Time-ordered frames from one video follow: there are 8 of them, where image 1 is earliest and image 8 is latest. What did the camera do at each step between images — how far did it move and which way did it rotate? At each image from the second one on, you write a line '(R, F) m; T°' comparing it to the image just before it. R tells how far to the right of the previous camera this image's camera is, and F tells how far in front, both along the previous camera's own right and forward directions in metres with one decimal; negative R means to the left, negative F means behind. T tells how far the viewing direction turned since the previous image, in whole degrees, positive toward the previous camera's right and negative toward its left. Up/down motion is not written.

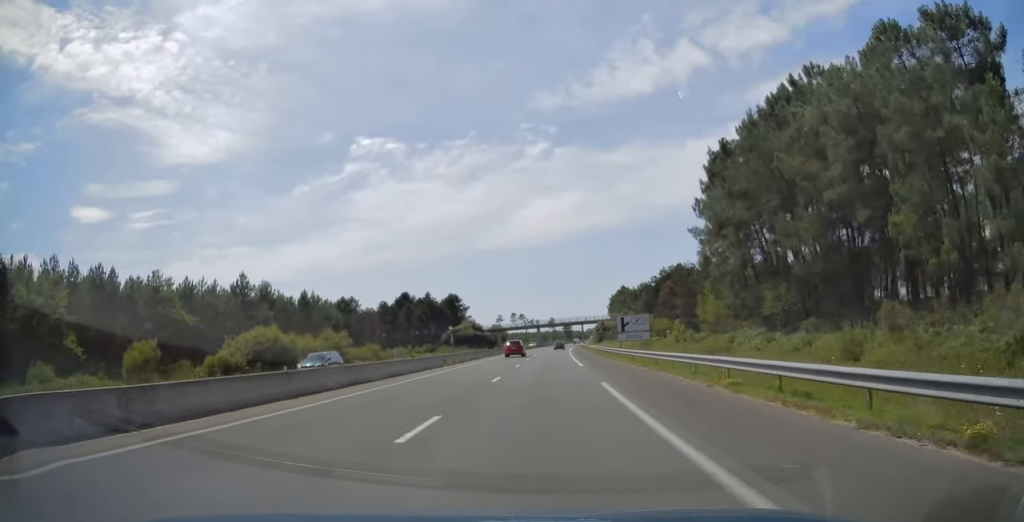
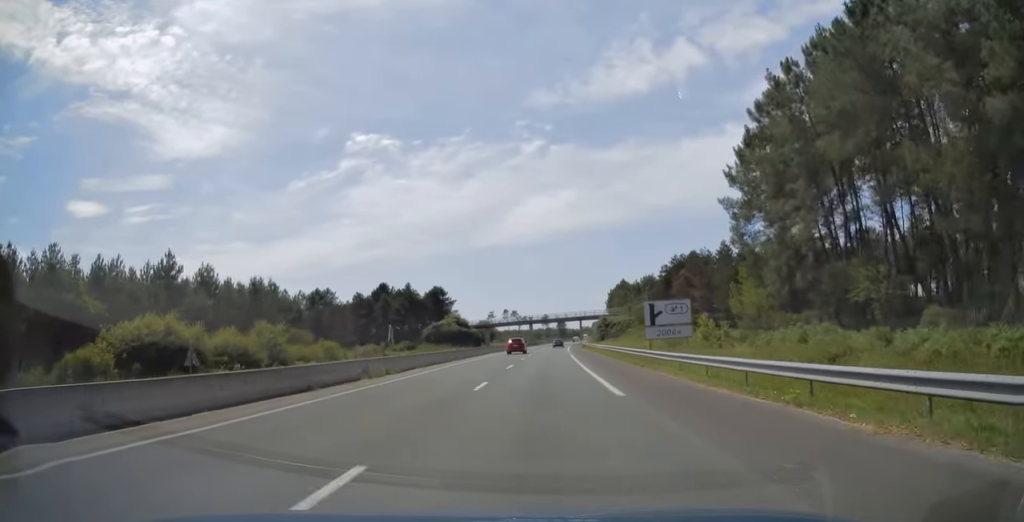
(+0.1, +17.8) m; 0°
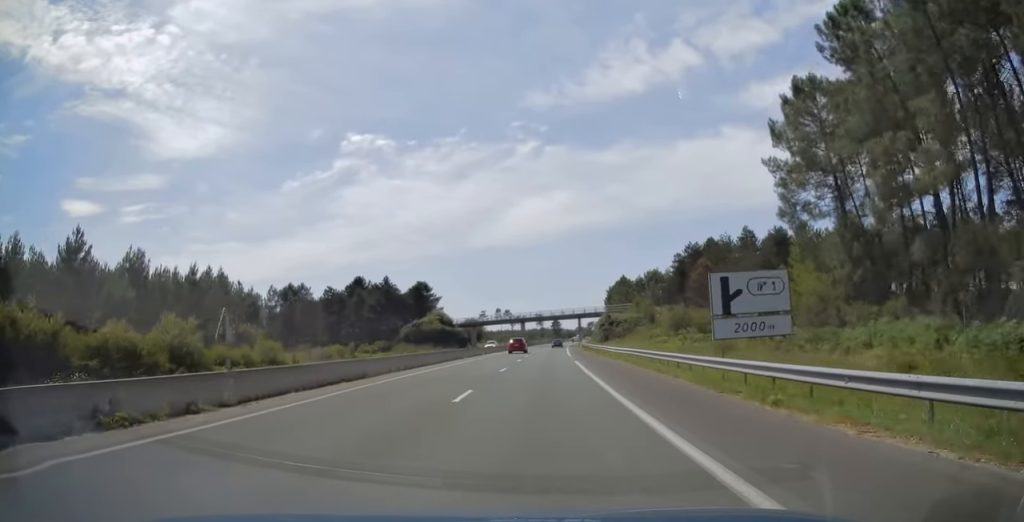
(+0.1, +16.1) m; 0°
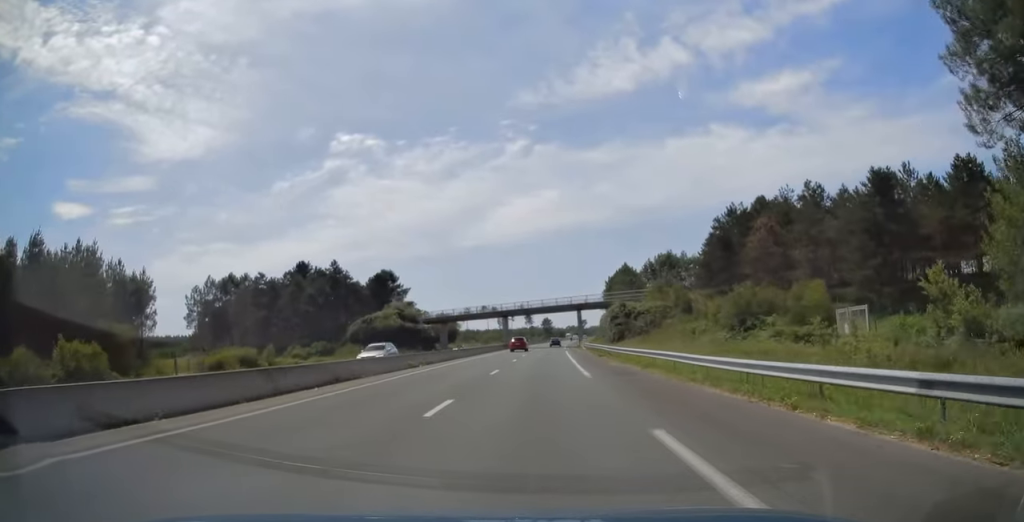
(+0.2, +28.5) m; +1°
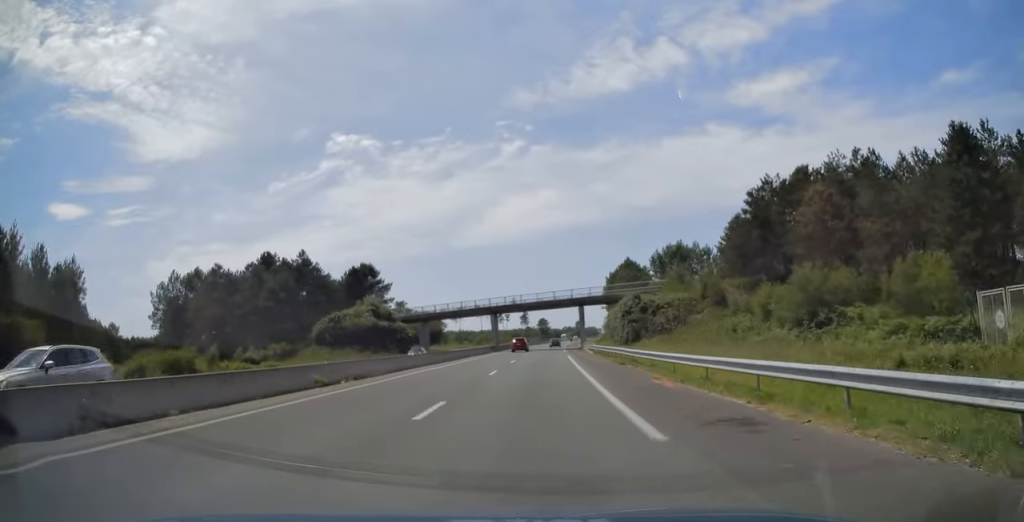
(+0.1, +13.5) m; 0°
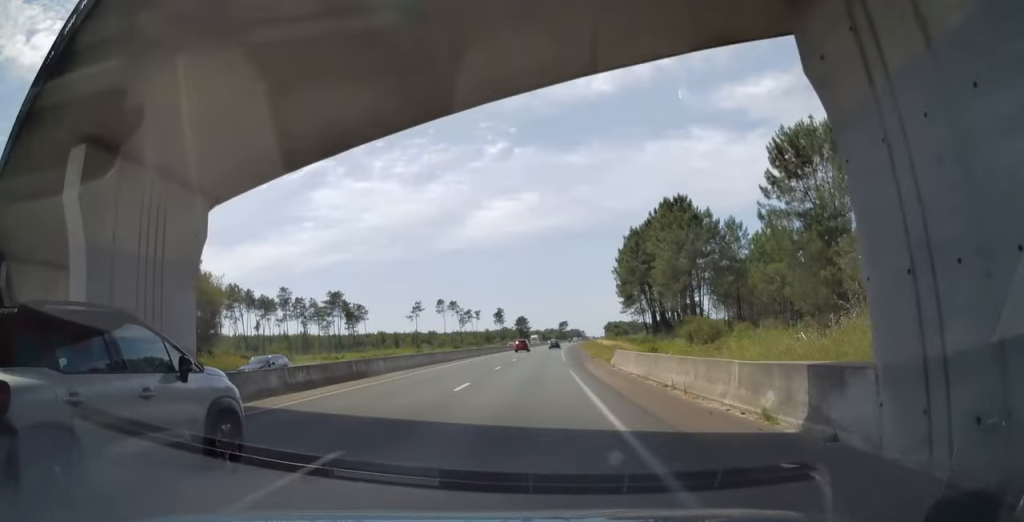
(+2.1, +70.9) m; +3°
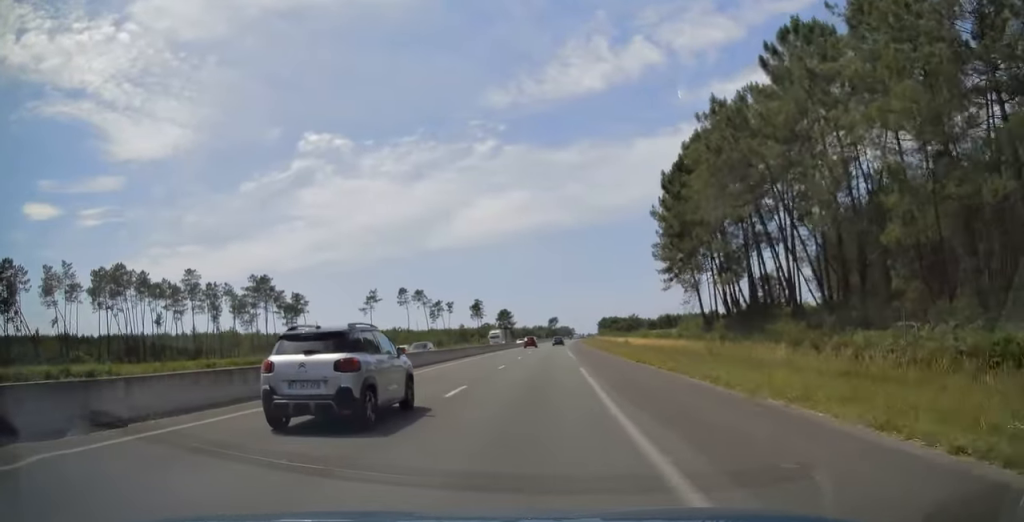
(-0.1, +54.8) m; +1°
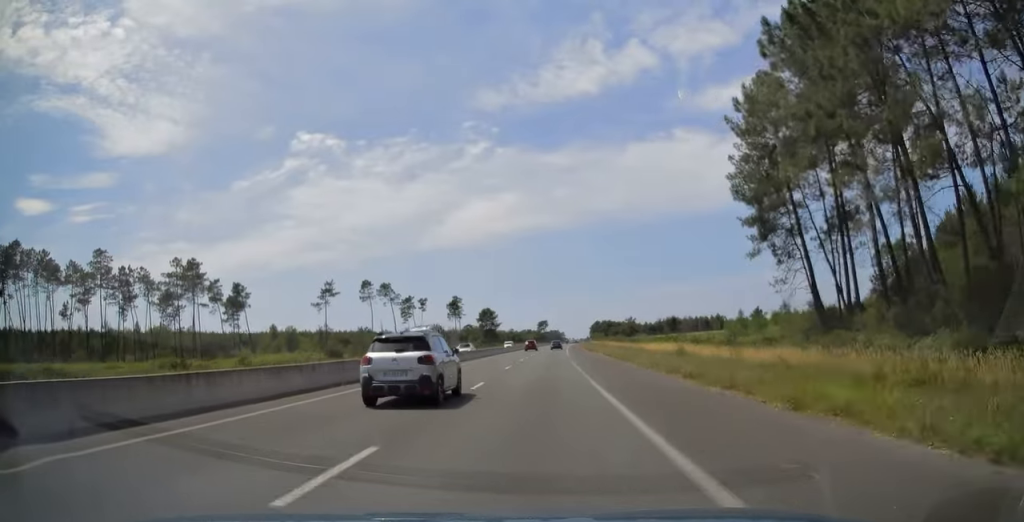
(+0.5, +35.5) m; +1°
